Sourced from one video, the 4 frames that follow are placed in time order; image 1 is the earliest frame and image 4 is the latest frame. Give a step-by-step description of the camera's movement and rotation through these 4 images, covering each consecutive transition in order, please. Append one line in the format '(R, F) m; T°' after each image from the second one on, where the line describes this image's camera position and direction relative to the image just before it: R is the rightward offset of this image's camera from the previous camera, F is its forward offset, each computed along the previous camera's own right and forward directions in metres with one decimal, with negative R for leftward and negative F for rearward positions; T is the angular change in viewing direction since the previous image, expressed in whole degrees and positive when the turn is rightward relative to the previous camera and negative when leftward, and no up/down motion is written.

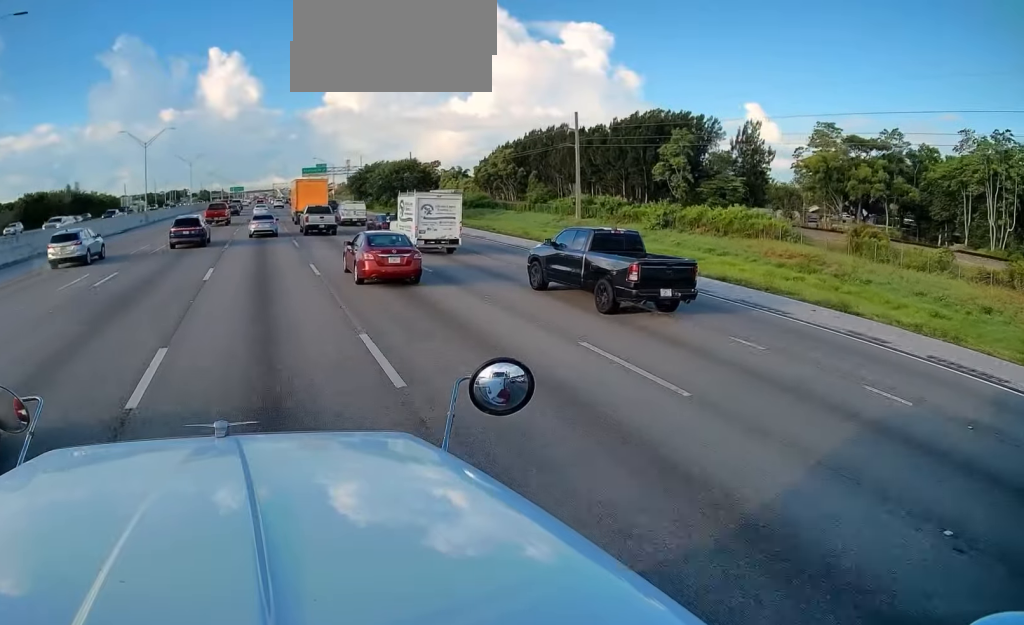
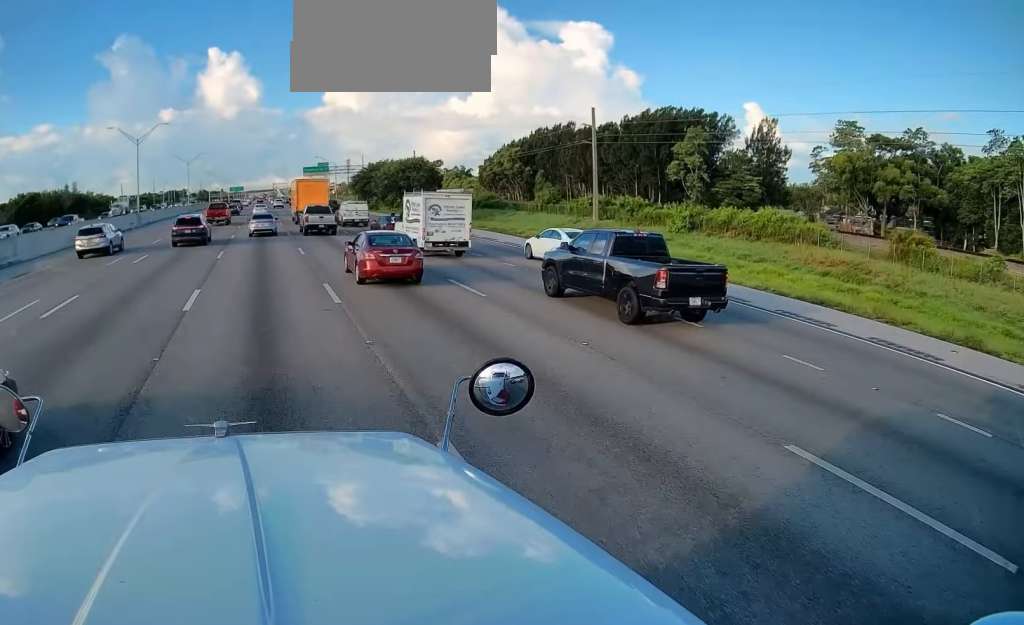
(+0.1, +5.5) m; 0°
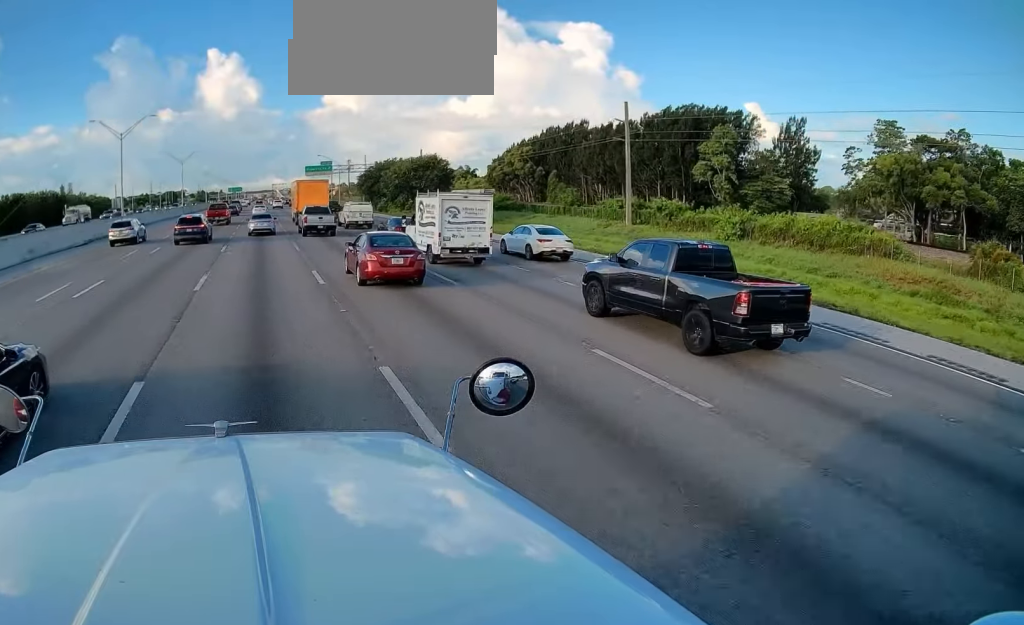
(-0.3, +8.8) m; 0°
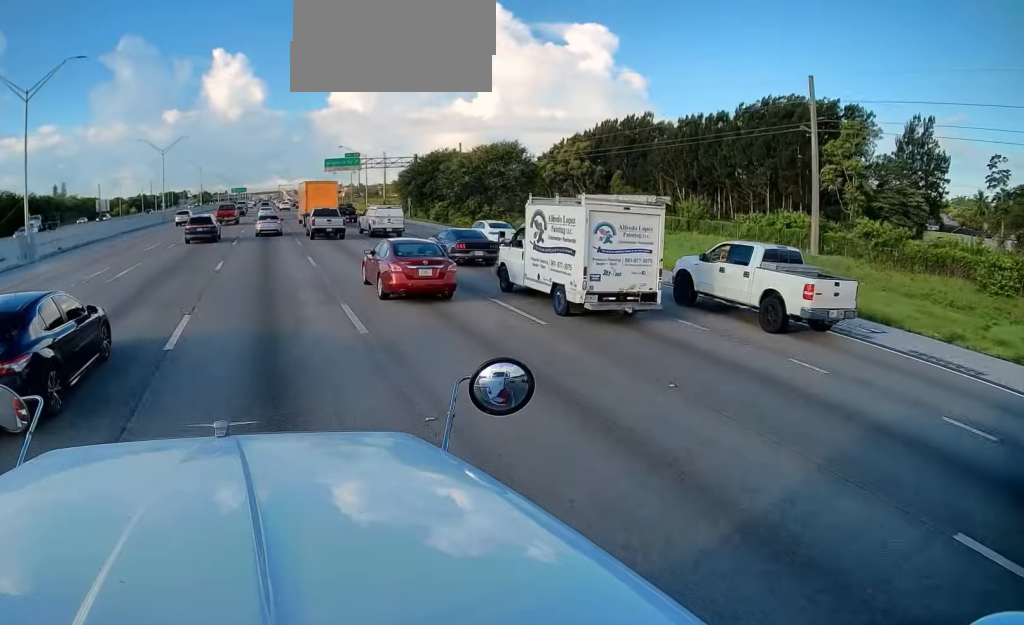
(+0.4, +31.1) m; -2°
